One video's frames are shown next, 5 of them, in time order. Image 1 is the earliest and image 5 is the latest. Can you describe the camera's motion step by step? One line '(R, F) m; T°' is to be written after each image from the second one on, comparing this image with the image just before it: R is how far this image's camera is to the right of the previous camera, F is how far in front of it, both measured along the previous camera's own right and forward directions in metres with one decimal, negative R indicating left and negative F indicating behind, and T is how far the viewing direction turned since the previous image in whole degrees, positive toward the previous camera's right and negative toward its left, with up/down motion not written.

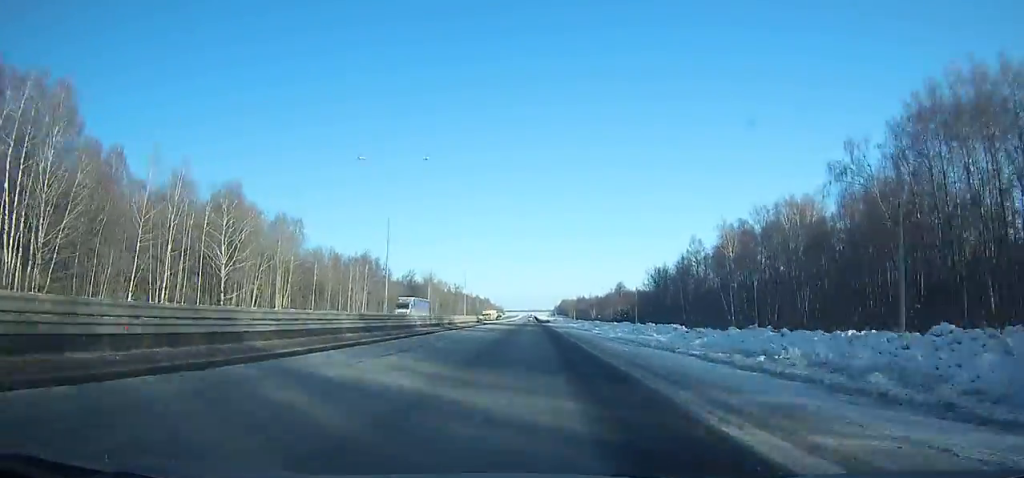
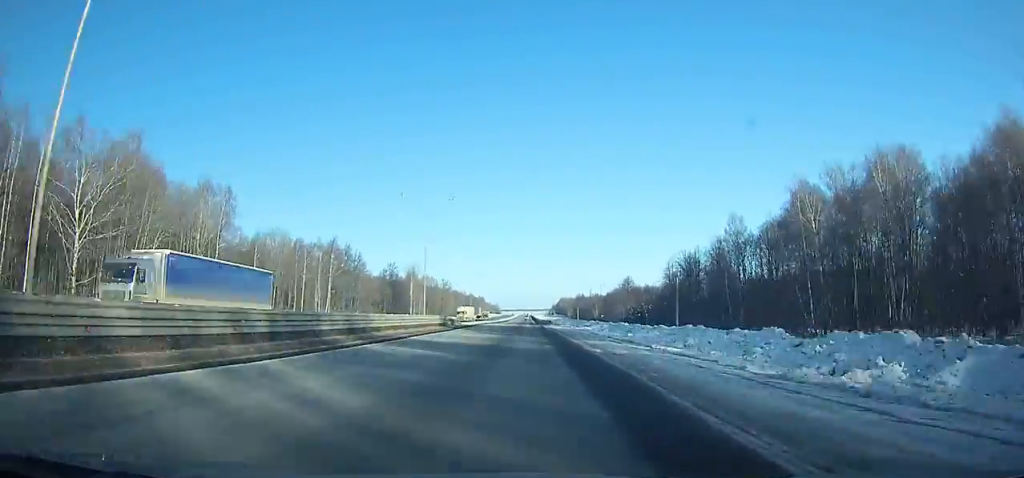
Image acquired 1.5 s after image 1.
(+0.2, +29.3) m; 0°
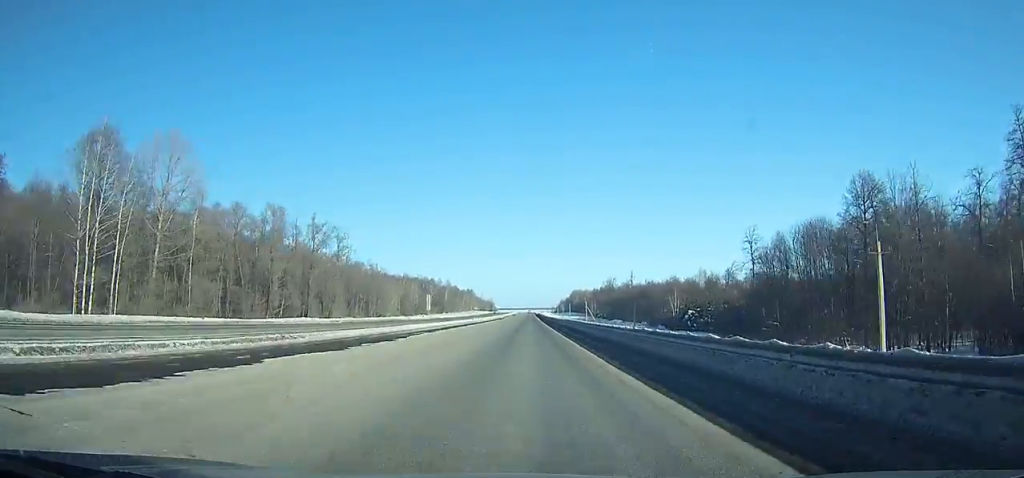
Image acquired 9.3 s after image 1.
(-1.4, +163.9) m; -1°
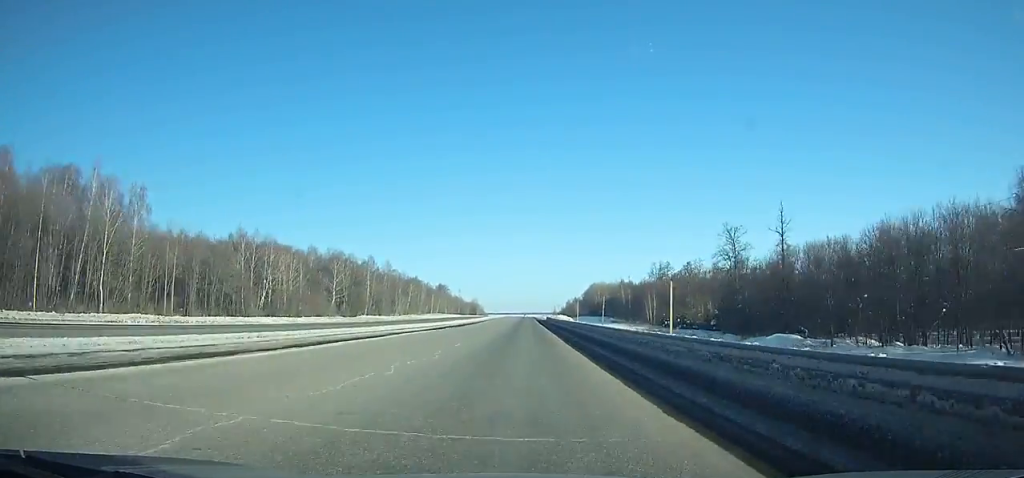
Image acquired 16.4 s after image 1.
(-0.2, +173.1) m; 0°
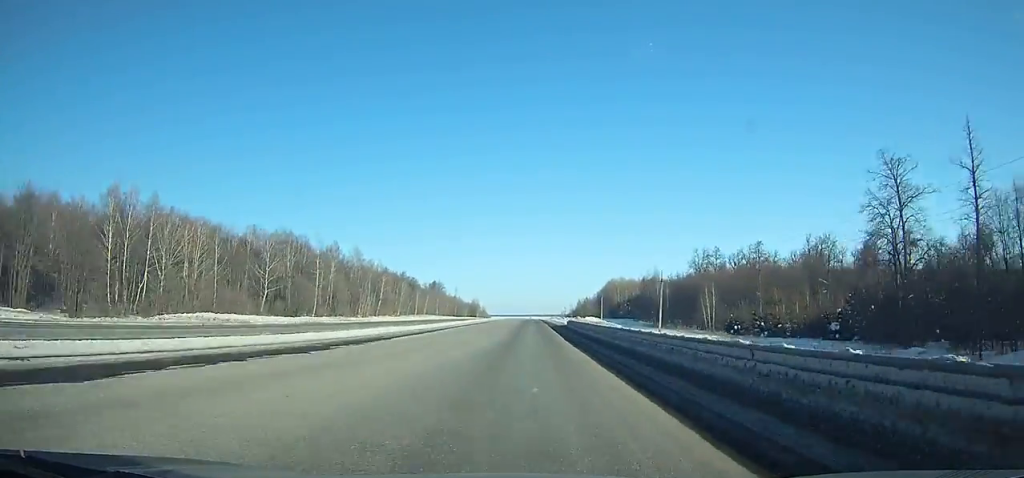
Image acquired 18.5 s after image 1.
(0.0, +52.6) m; 0°
